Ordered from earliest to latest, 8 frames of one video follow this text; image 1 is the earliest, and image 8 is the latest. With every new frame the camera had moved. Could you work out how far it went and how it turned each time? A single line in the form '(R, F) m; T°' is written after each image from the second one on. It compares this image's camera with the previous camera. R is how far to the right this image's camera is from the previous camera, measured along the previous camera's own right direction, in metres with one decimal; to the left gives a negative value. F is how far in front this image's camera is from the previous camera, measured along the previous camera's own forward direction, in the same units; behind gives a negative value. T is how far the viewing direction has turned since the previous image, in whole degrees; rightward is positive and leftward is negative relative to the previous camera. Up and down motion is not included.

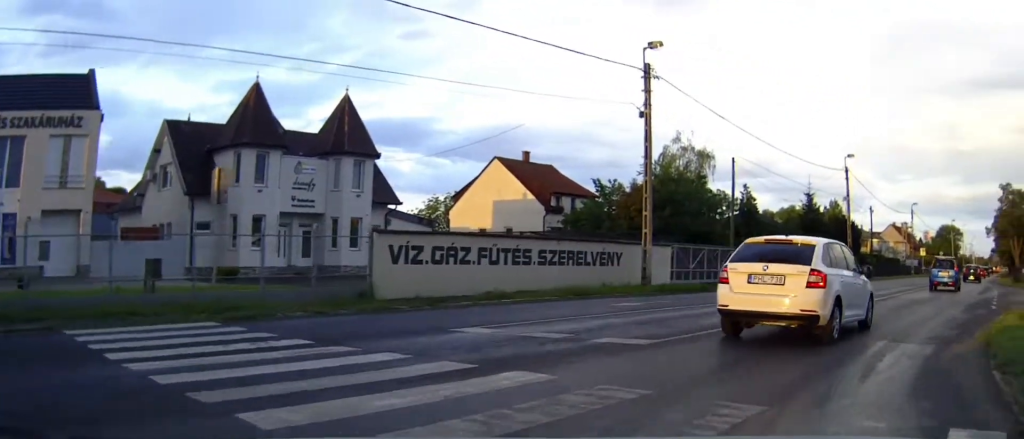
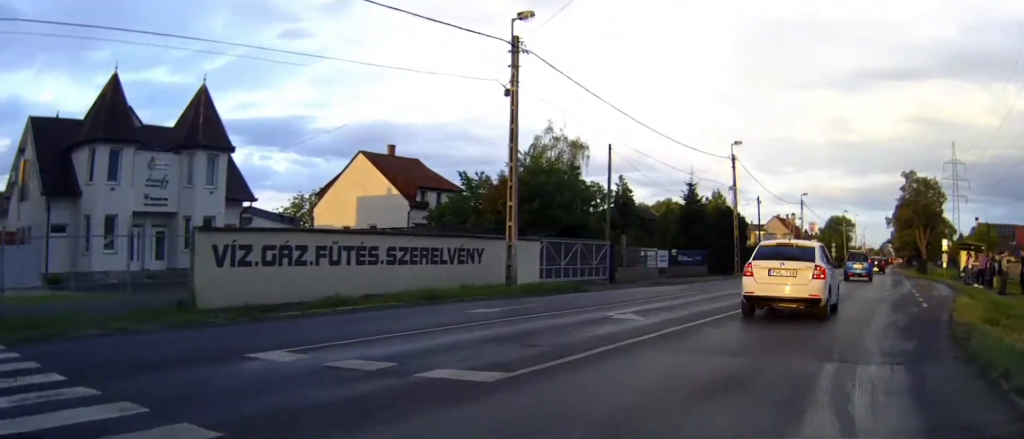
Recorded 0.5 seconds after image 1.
(+0.2, +2.4) m; +8°
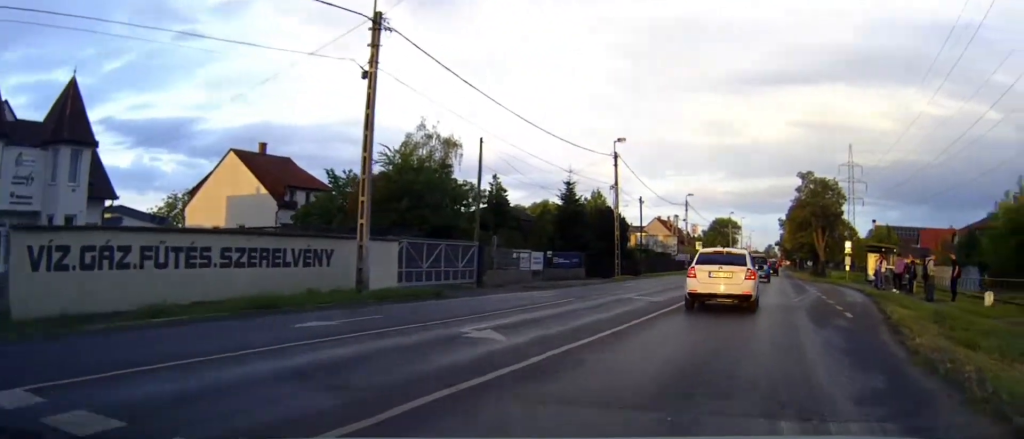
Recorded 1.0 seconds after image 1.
(0.0, +2.5) m; +8°
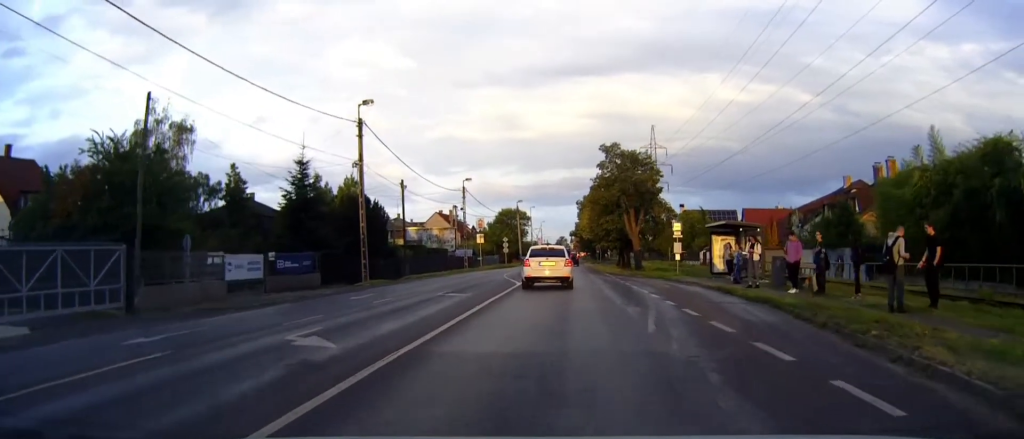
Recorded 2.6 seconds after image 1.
(+2.0, +10.8) m; +14°
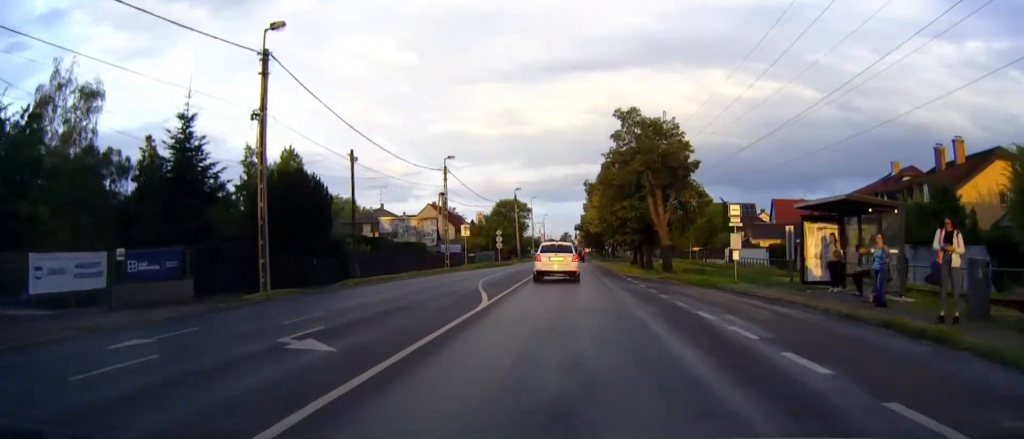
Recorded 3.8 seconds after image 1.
(+0.3, +11.5) m; +2°
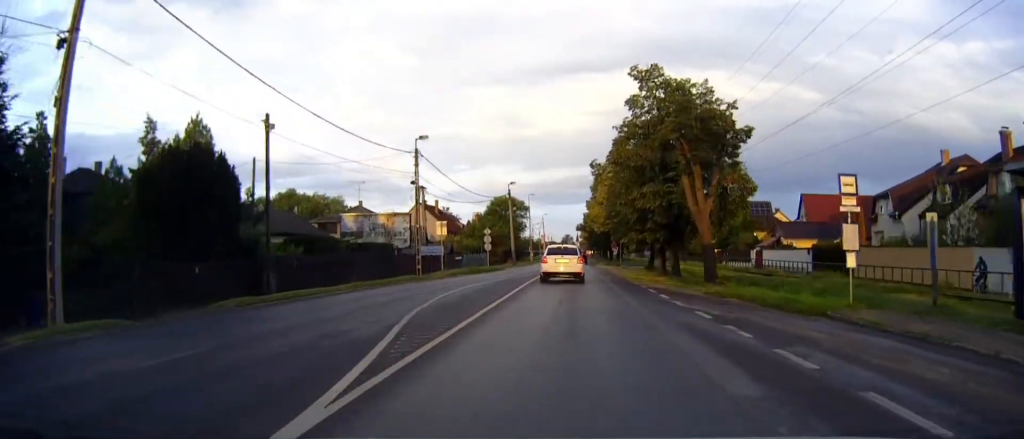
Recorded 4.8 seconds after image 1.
(0.0, +11.1) m; 0°
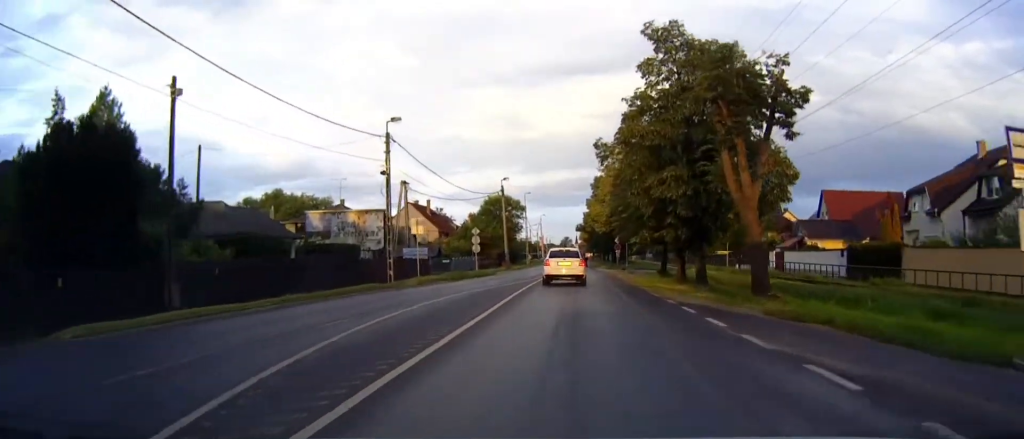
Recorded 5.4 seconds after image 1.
(0.0, +6.7) m; 0°
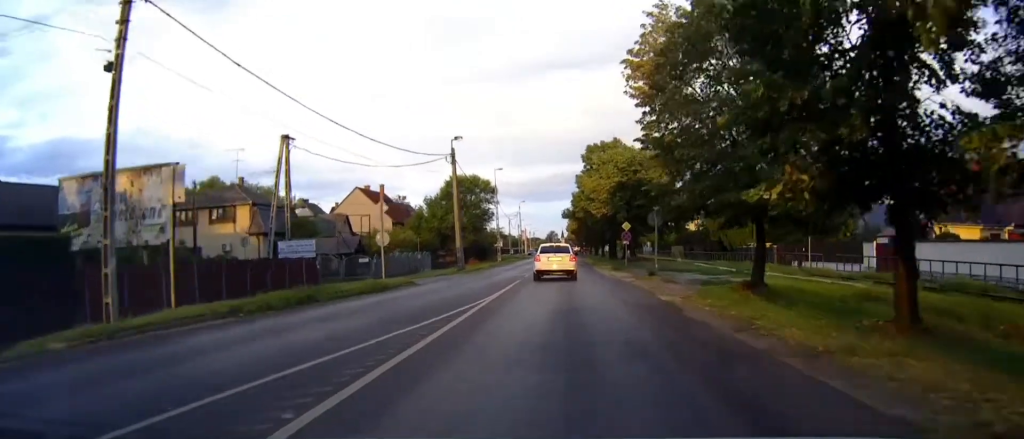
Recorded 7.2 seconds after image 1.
(+0.2, +23.3) m; +1°
